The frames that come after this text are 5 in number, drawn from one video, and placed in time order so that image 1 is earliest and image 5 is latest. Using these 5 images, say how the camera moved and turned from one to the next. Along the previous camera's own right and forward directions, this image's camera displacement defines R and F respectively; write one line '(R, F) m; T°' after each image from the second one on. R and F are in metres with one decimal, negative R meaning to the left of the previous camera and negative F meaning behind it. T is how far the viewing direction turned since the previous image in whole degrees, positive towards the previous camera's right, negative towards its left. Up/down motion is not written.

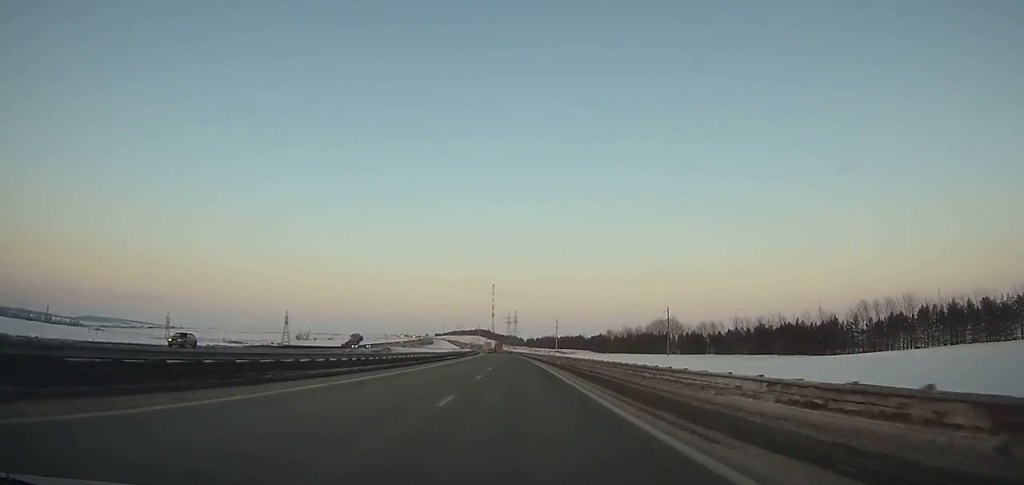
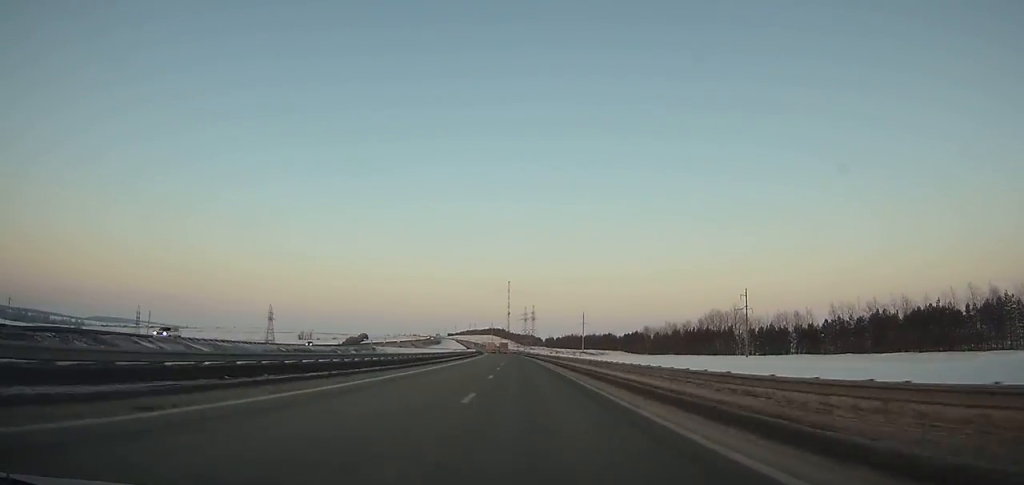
(-0.8, +69.5) m; -1°
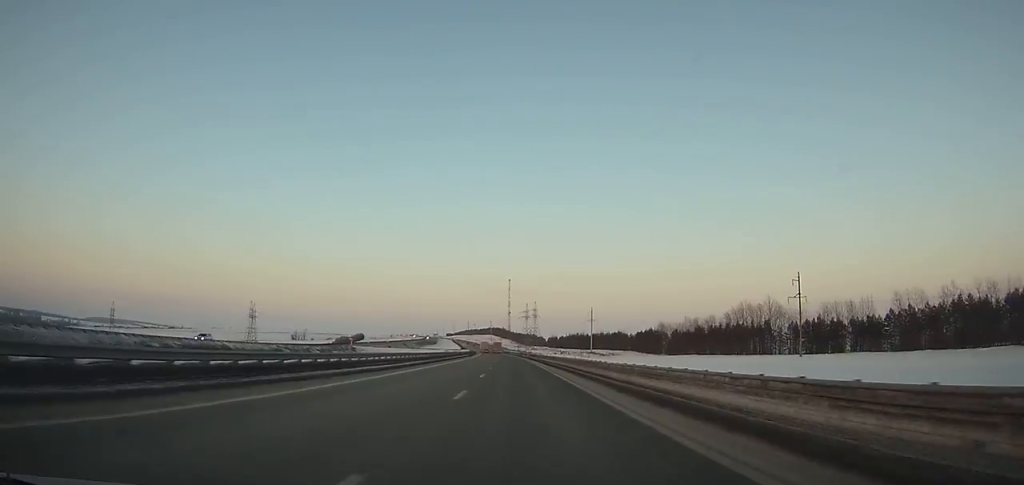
(-0.1, +35.8) m; -1°
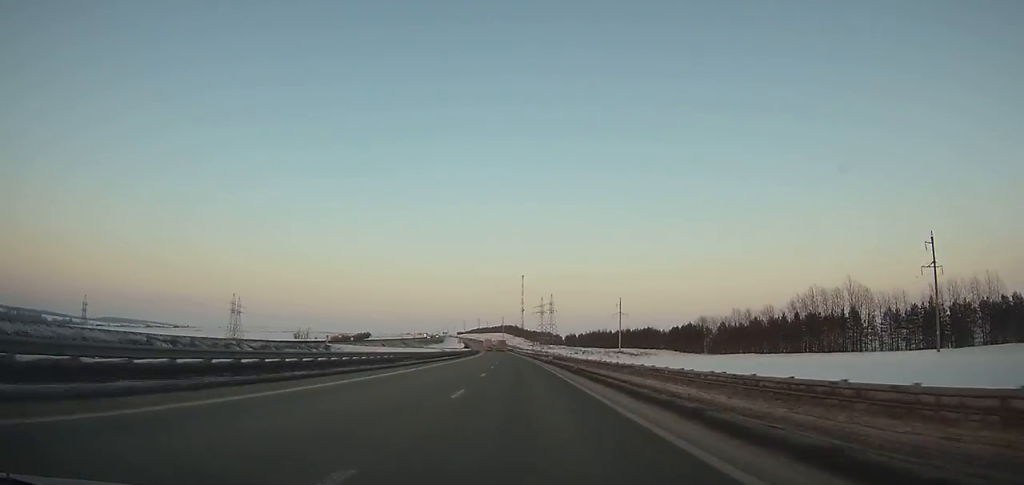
(-0.4, +46.7) m; -1°
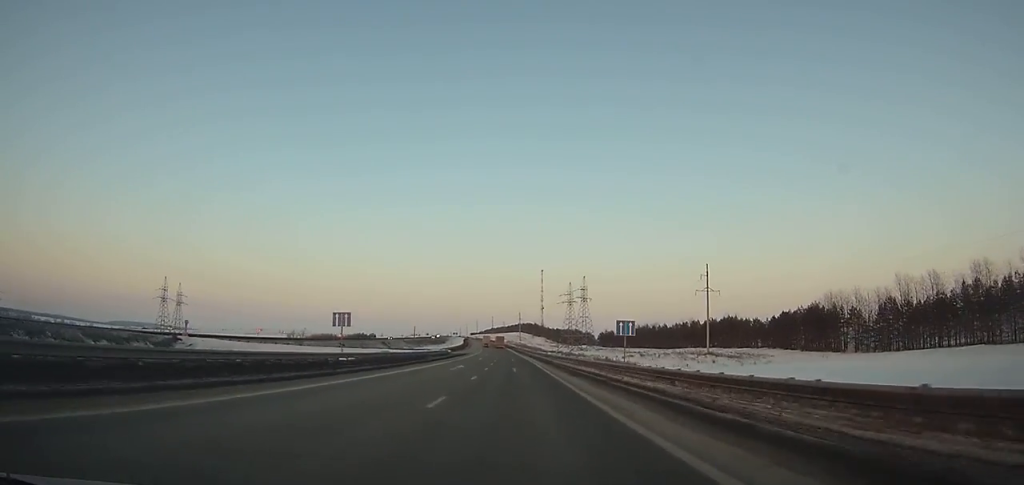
(-1.3, +97.7) m; -2°
